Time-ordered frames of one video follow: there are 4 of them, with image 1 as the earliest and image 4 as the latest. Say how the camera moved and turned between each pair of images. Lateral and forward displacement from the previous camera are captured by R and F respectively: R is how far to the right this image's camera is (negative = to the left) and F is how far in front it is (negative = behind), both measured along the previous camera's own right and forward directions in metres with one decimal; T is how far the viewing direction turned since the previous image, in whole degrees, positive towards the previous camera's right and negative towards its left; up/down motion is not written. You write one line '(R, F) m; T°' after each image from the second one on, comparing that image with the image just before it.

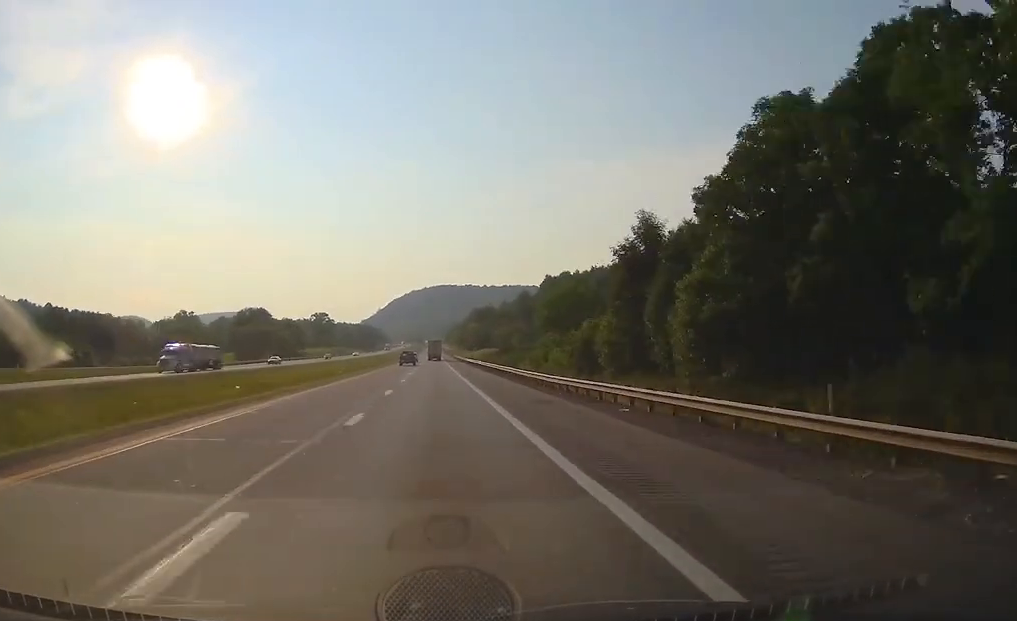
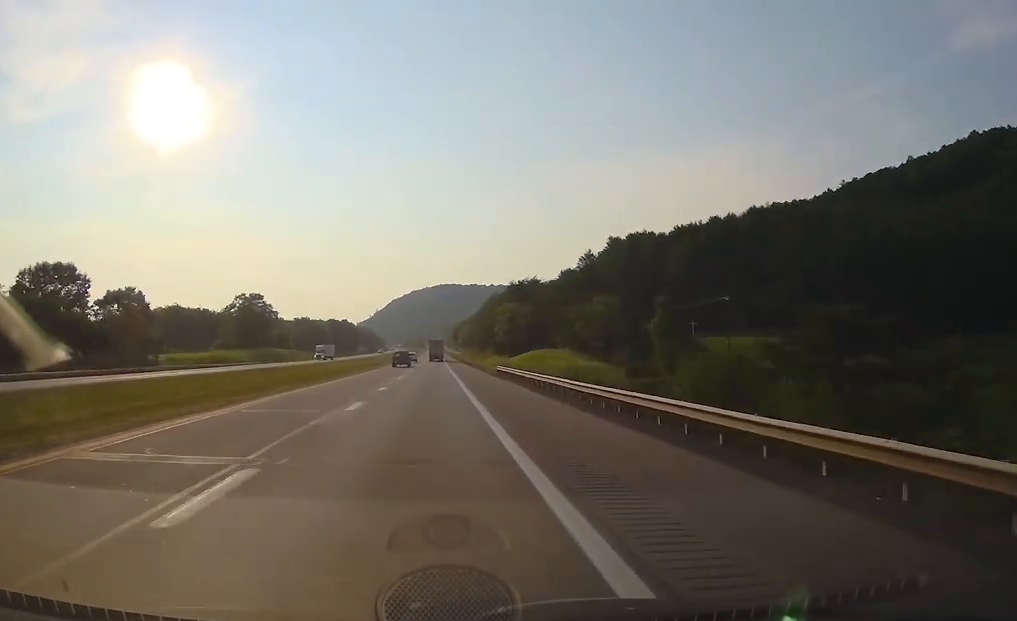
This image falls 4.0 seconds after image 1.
(-2.0, +147.7) m; -1°
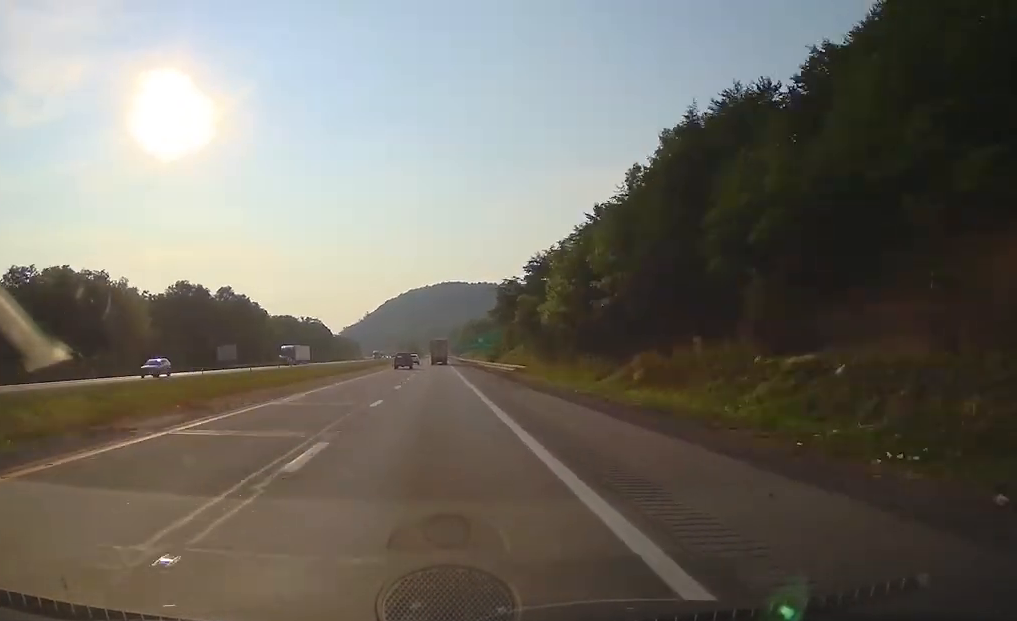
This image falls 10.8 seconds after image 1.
(+1.1, +234.5) m; +1°
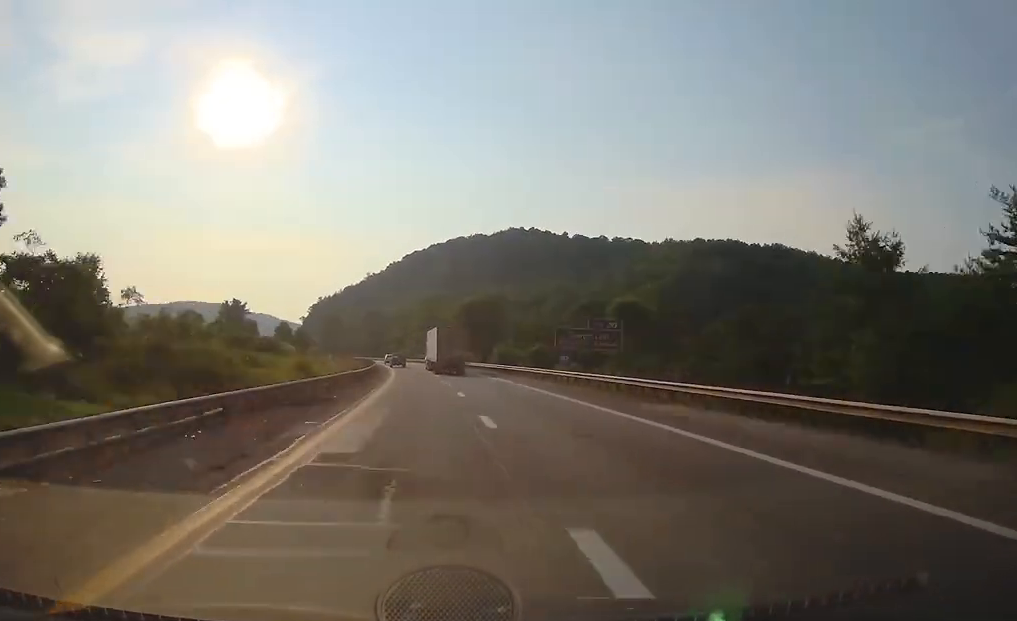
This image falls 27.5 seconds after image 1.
(-14.8, +614.0) m; -10°
